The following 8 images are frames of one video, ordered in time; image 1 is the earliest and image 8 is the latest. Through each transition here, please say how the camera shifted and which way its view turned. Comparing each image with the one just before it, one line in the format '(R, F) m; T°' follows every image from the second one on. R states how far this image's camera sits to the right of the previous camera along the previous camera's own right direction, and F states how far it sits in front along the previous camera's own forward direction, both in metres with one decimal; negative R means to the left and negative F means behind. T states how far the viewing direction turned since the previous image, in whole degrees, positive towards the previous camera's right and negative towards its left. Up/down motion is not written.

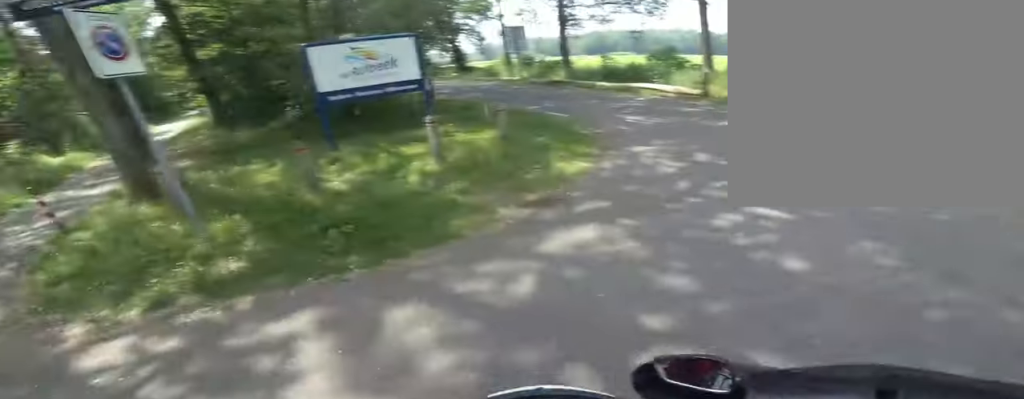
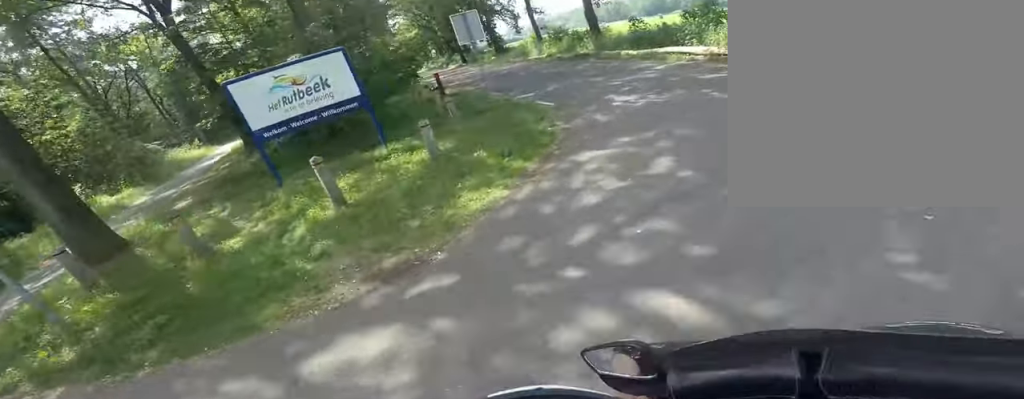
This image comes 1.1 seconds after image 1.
(-0.4, +3.1) m; -26°
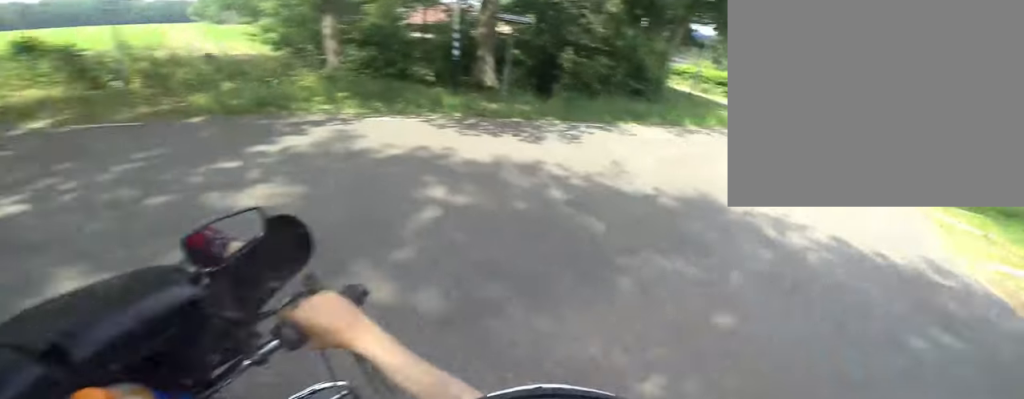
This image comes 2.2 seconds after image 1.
(-0.9, +2.8) m; -22°
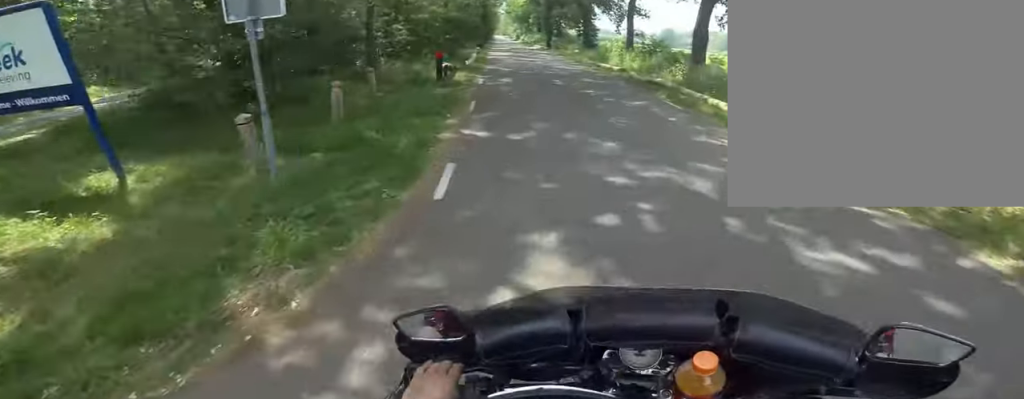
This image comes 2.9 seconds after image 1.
(-0.2, +2.7) m; -9°
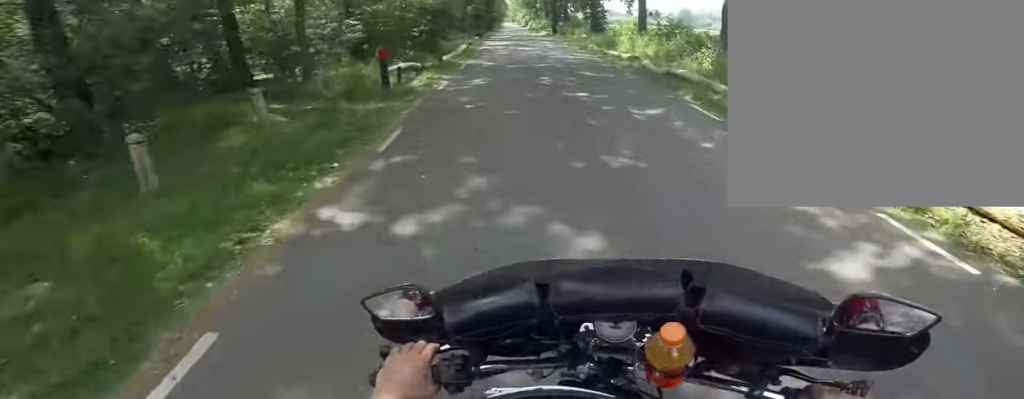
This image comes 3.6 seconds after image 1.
(+0.2, +2.8) m; -14°
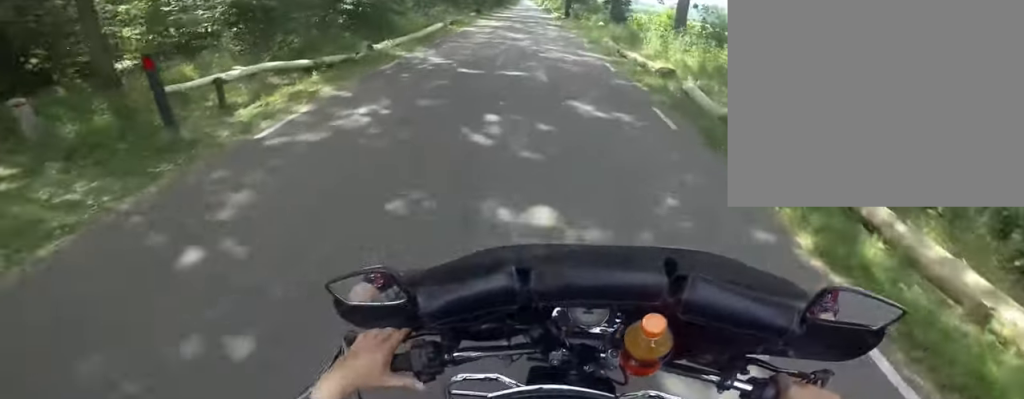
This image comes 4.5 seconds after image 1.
(-1.3, +4.5) m; -12°
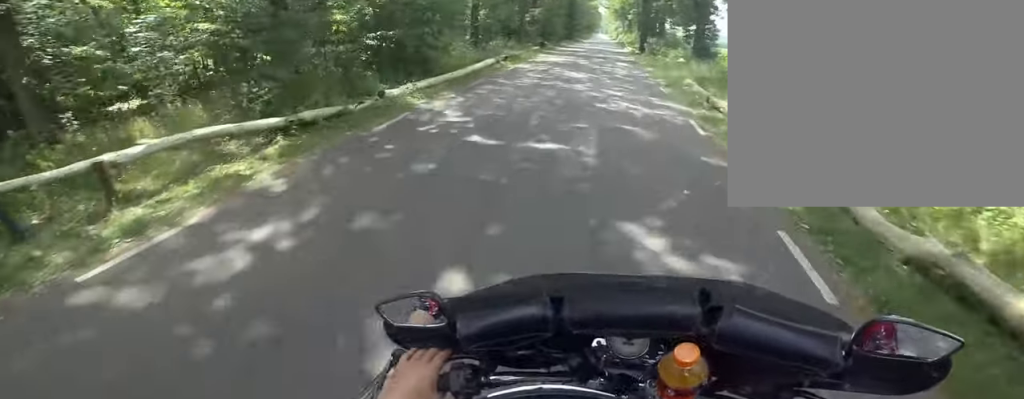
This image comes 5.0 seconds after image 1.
(0.0, +2.6) m; 0°
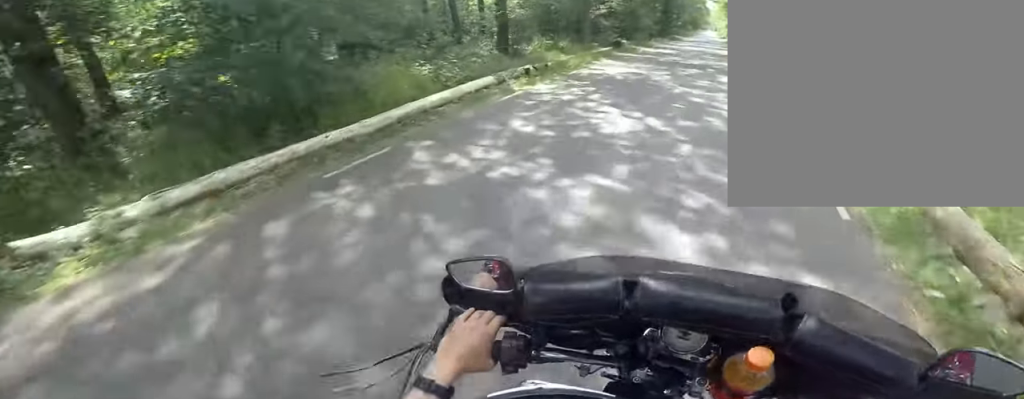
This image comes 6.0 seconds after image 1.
(+0.3, +6.5) m; +3°
